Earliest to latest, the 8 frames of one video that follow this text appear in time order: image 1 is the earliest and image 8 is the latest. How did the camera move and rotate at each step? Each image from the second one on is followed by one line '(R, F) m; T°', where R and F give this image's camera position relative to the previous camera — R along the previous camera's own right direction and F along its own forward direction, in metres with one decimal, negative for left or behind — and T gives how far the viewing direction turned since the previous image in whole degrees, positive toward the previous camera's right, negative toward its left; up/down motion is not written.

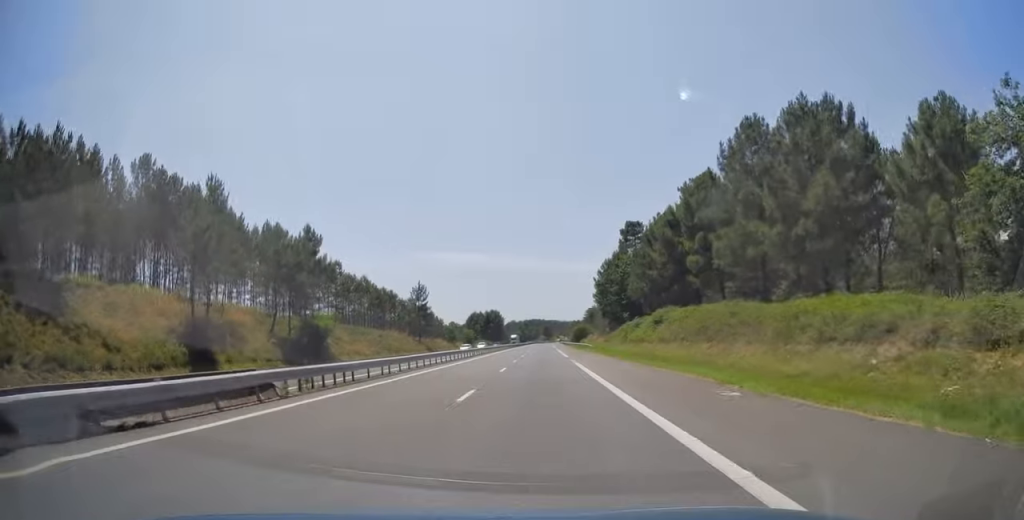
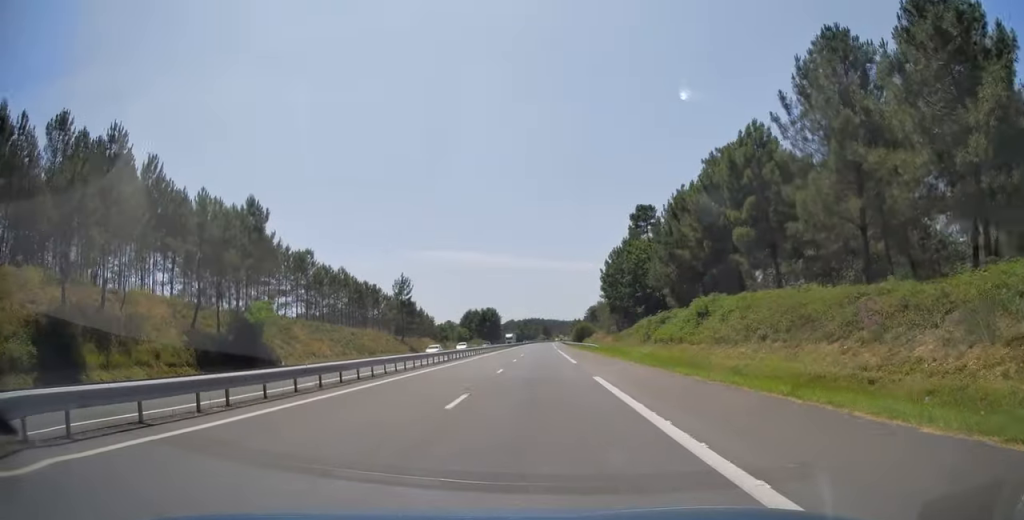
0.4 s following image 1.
(-0.1, +14.5) m; 0°
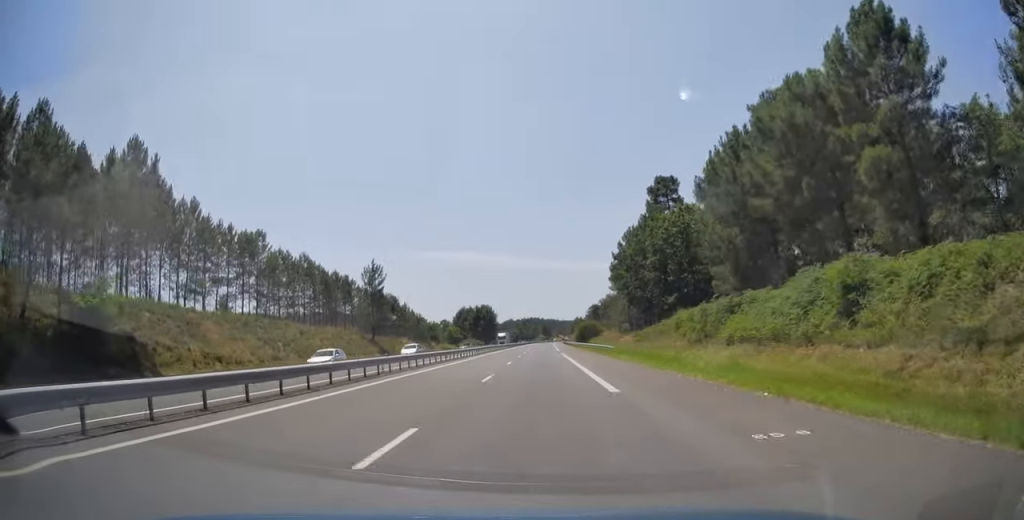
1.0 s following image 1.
(0.0, +18.8) m; 0°
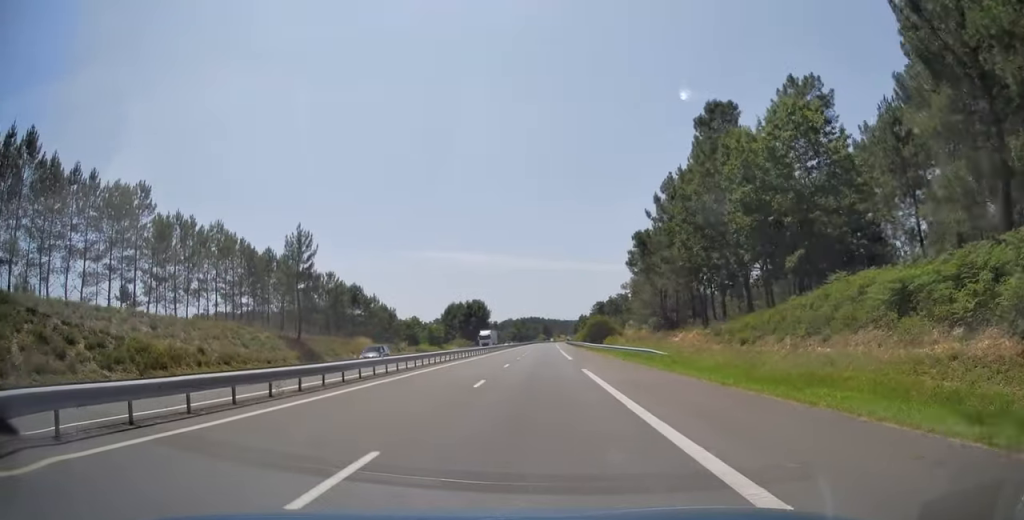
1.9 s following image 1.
(+0.1, +28.6) m; 0°
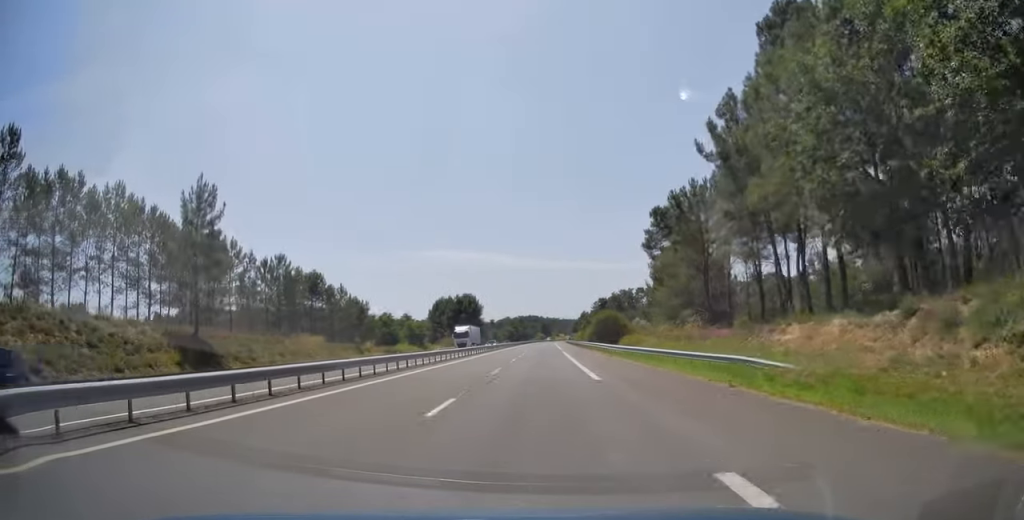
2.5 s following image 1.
(-0.1, +20.0) m; 0°
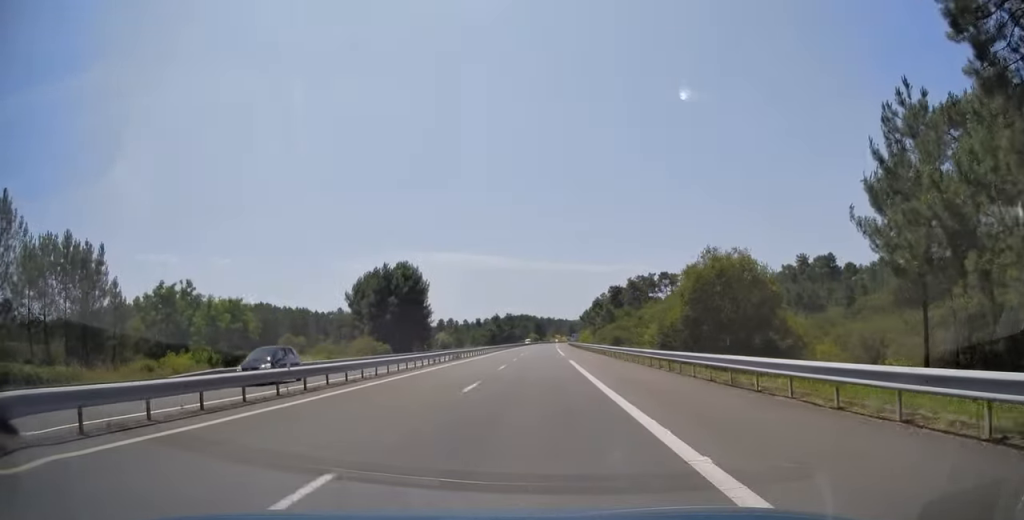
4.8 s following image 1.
(+0.7, +73.2) m; +1°
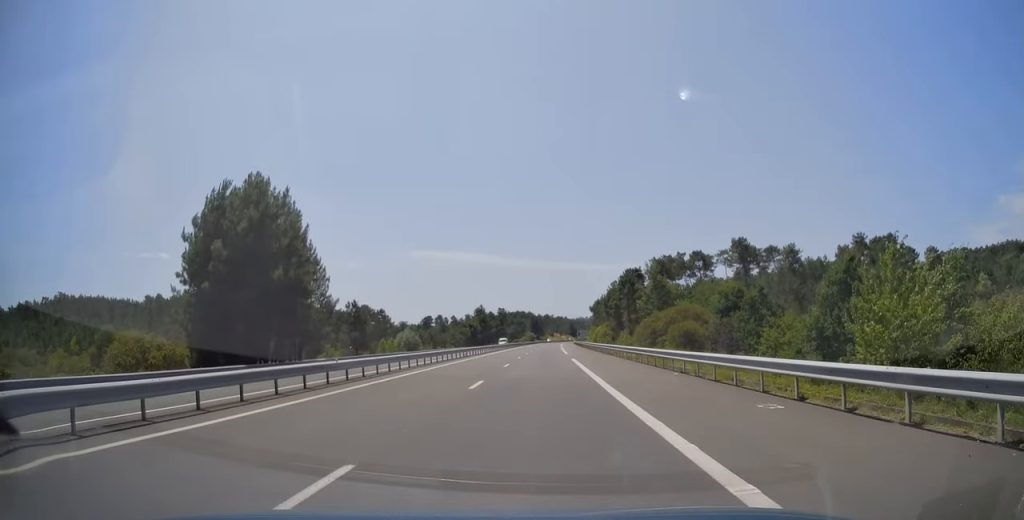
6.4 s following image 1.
(-0.1, +52.1) m; 0°
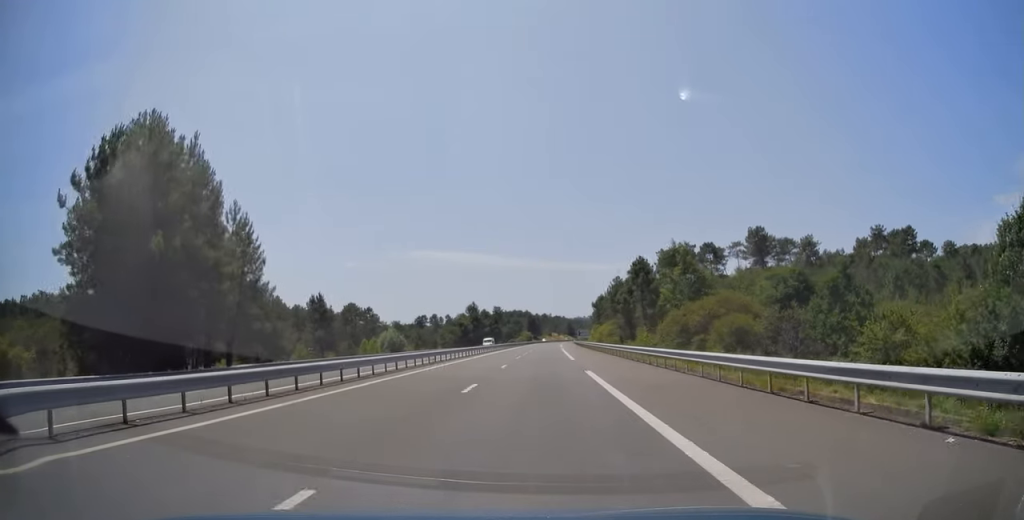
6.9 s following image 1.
(+0.1, +14.5) m; 0°
